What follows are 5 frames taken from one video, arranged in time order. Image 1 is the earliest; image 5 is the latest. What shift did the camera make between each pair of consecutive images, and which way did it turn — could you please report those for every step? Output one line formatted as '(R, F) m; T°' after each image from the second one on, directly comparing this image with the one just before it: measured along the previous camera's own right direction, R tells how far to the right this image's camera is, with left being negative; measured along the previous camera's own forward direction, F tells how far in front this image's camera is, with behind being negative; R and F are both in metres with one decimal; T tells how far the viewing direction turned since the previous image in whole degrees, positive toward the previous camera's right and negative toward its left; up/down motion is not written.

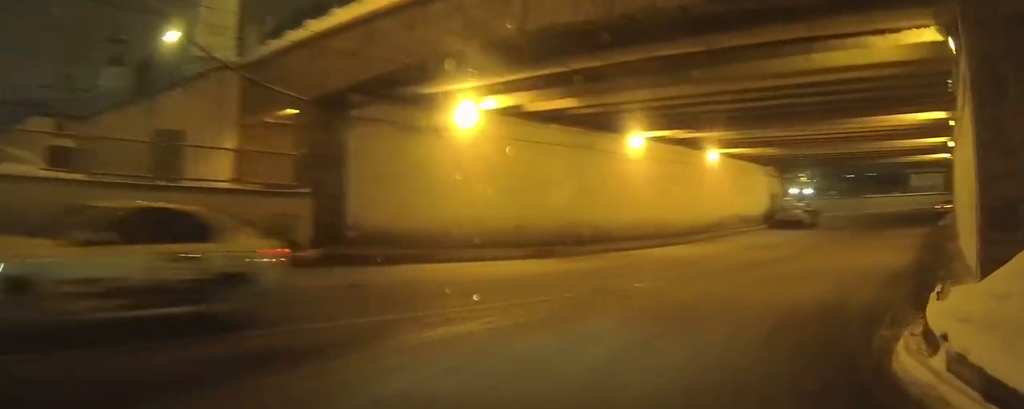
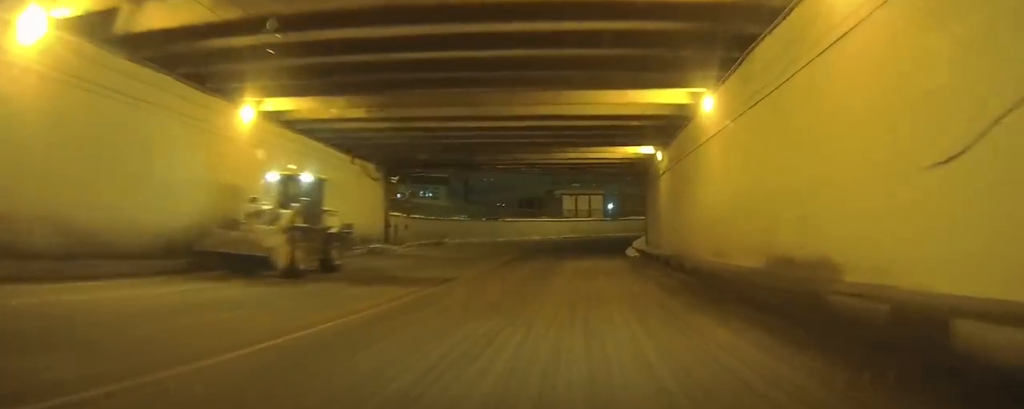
(+1.2, +10.3) m; +8°
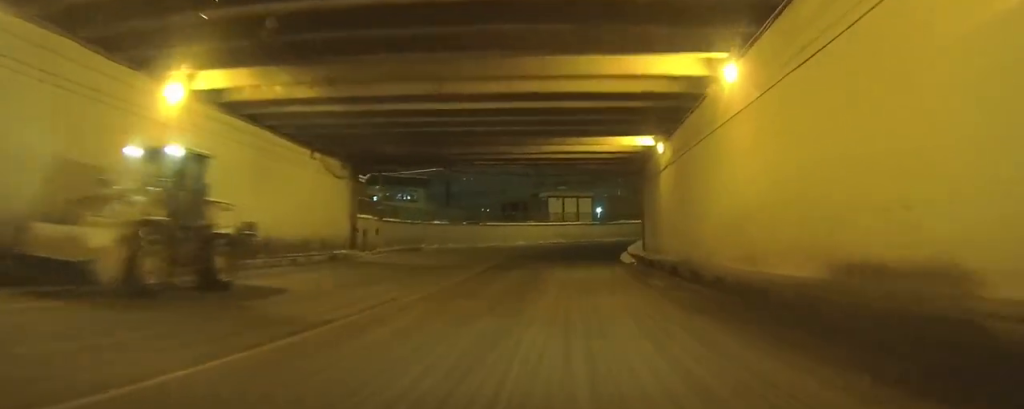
(0.0, +1.7) m; 0°
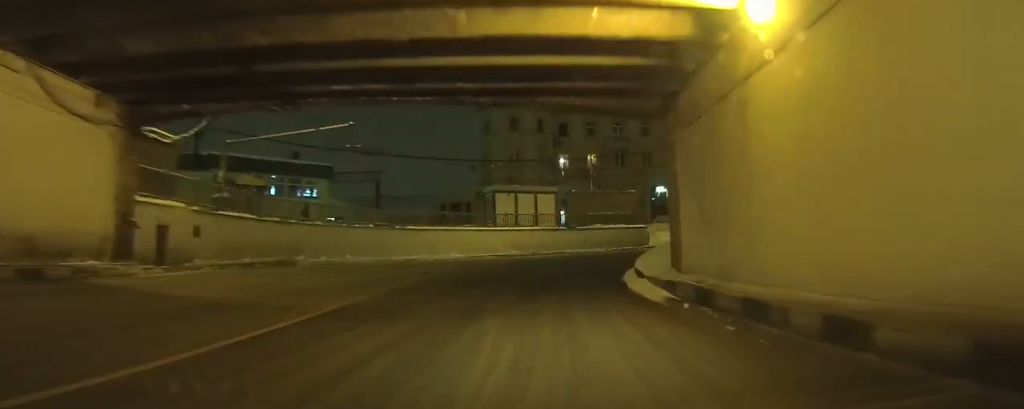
(+0.4, +8.6) m; +12°
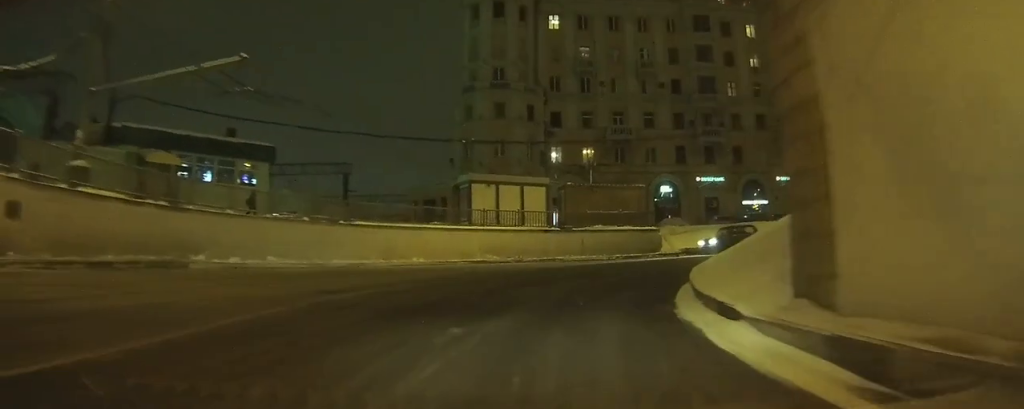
(+0.9, +6.4) m; +21°
